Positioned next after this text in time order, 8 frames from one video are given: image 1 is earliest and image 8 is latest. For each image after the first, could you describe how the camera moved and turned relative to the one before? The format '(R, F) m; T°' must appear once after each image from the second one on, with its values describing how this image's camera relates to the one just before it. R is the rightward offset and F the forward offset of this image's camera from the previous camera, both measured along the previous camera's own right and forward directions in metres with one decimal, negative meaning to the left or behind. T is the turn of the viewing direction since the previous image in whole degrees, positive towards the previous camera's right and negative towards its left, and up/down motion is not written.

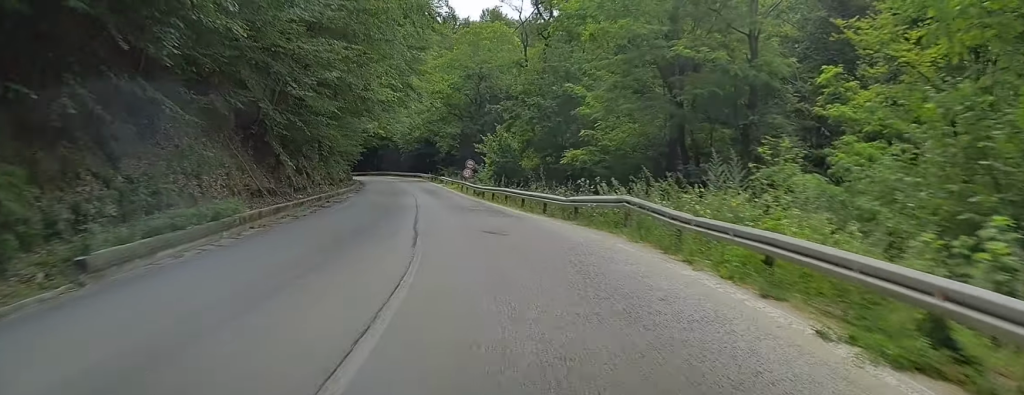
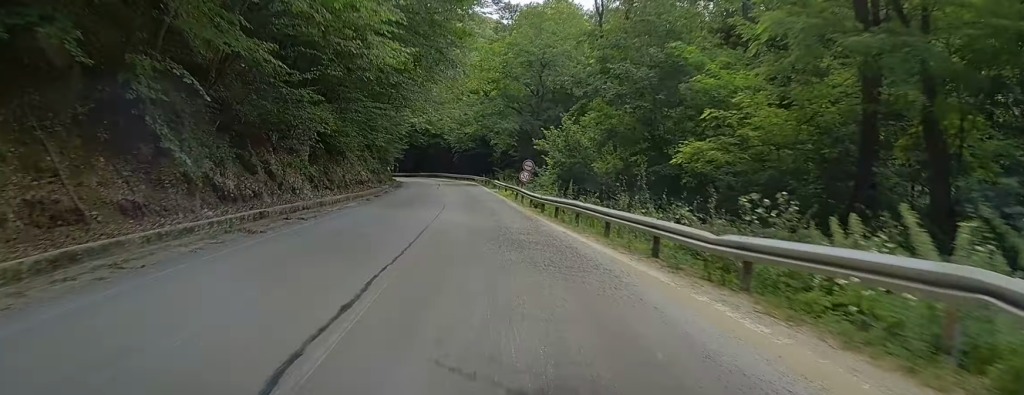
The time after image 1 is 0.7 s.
(-0.1, +10.9) m; -3°
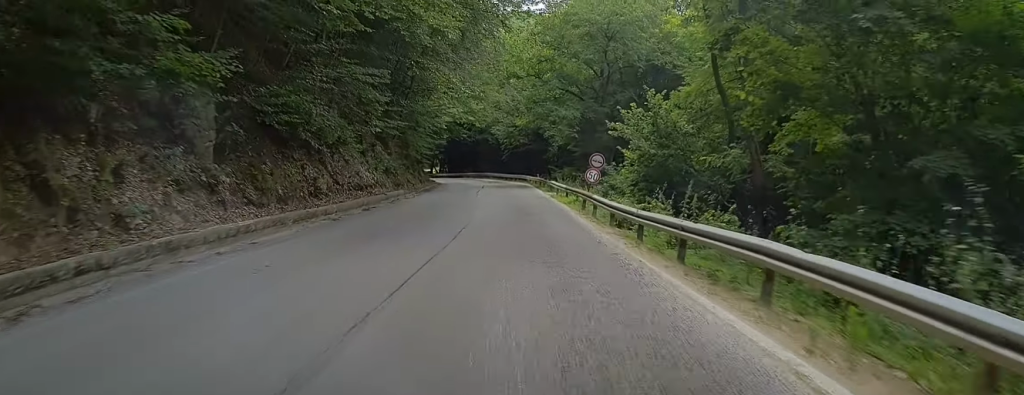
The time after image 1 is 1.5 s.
(-0.4, +11.7) m; -5°
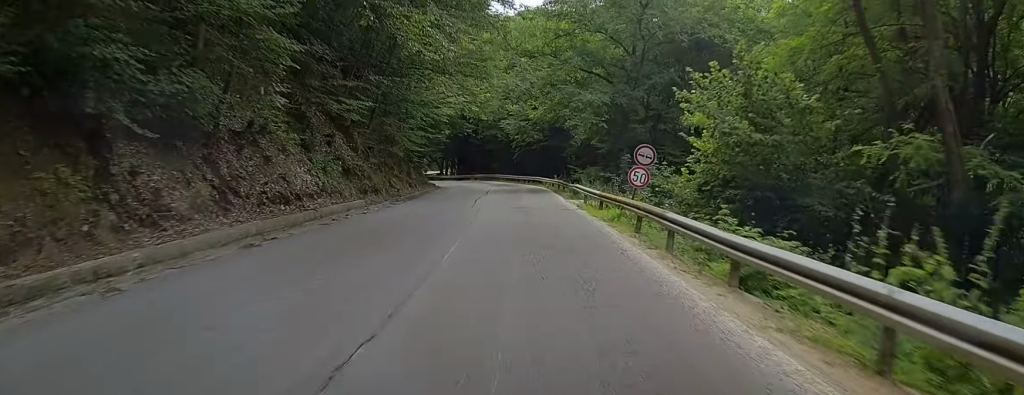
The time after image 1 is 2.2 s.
(-0.4, +9.8) m; -3°
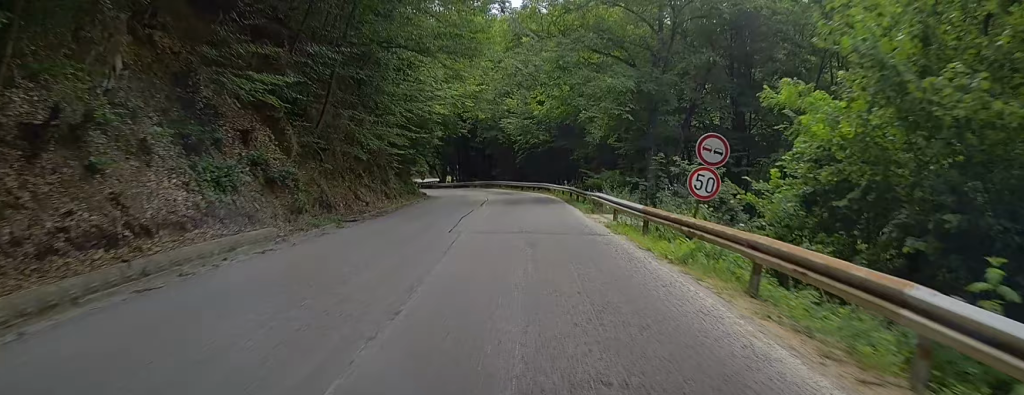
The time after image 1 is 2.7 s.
(-0.3, +7.9) m; -2°
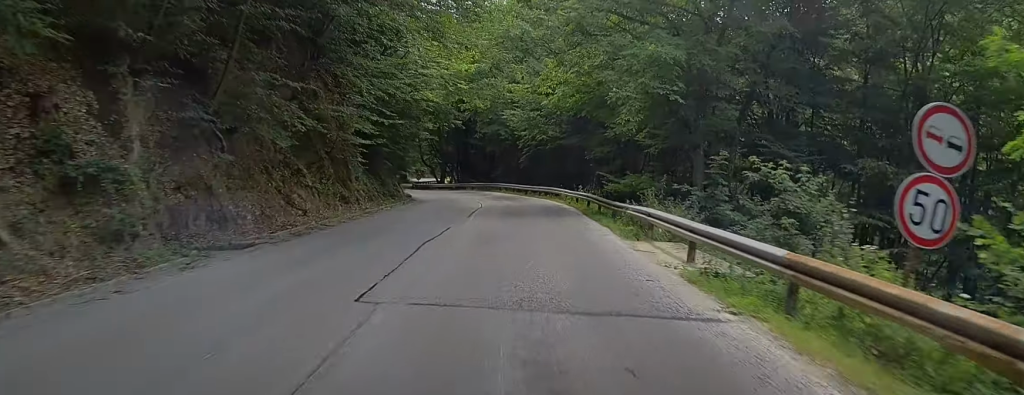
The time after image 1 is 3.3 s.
(0.0, +8.3) m; +1°
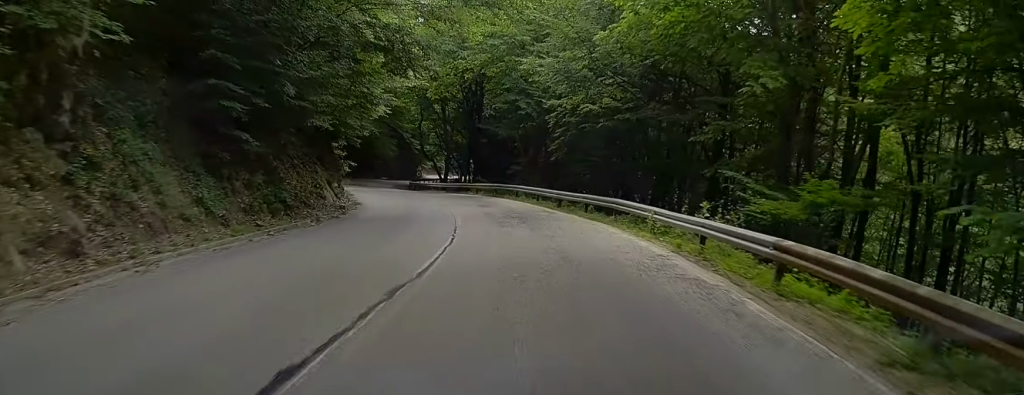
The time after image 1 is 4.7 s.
(+0.3, +19.9) m; -1°
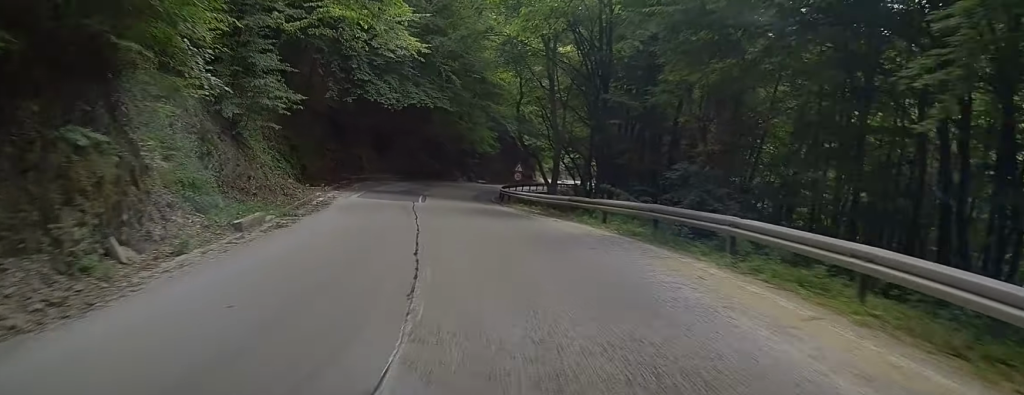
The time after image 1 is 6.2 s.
(-2.4, +23.1) m; -11°
